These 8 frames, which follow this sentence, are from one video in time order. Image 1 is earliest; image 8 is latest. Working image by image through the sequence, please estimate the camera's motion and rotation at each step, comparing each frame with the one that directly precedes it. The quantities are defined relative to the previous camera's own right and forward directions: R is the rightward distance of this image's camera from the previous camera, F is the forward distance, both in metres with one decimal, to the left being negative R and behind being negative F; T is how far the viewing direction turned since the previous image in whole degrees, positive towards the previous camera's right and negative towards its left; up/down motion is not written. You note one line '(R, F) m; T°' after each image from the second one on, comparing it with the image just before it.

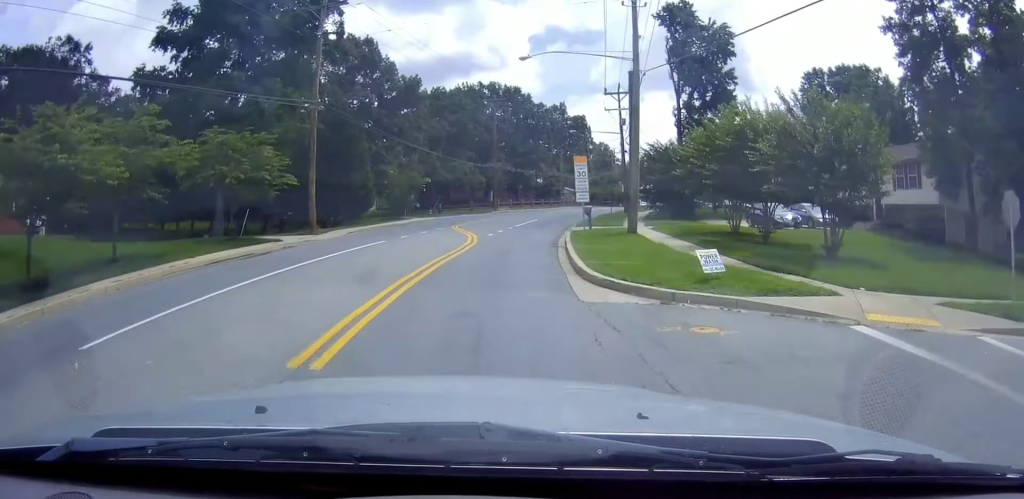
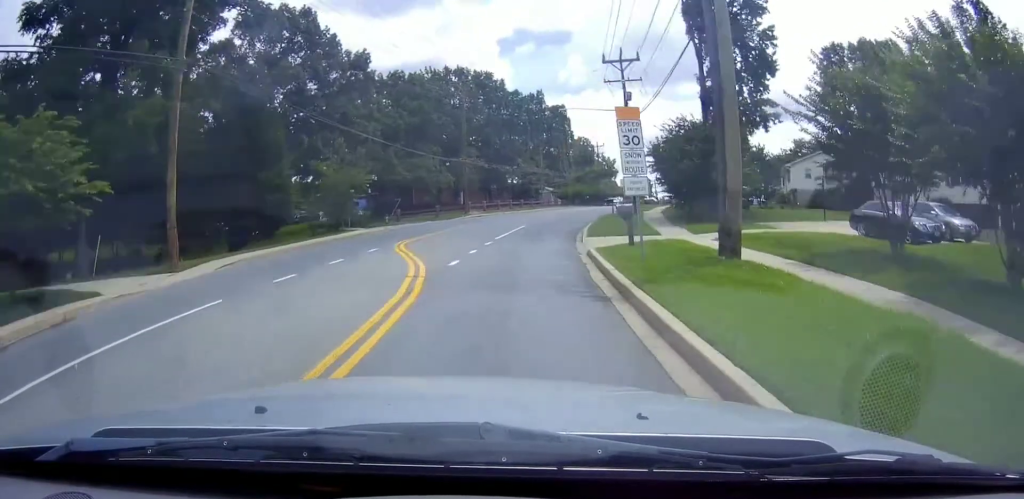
(+0.5, +13.7) m; +6°
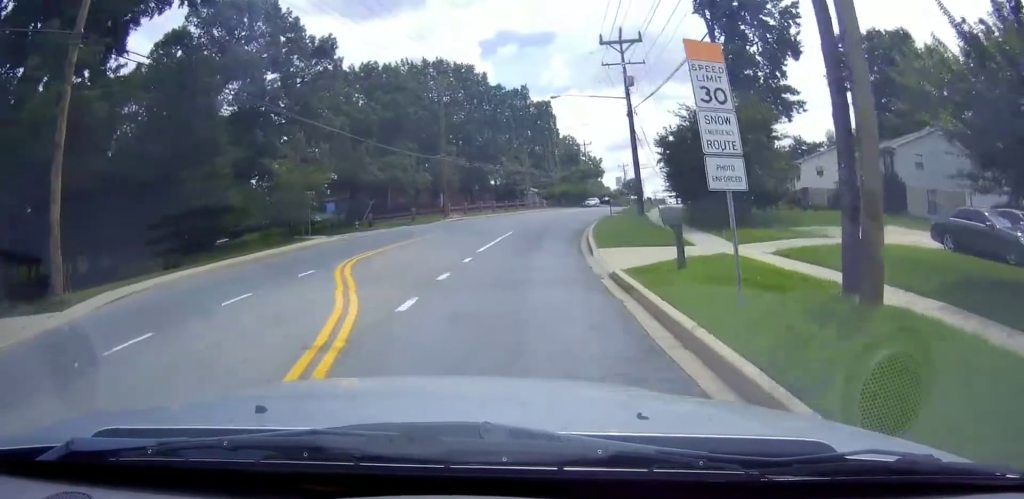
(+0.5, +6.1) m; +2°
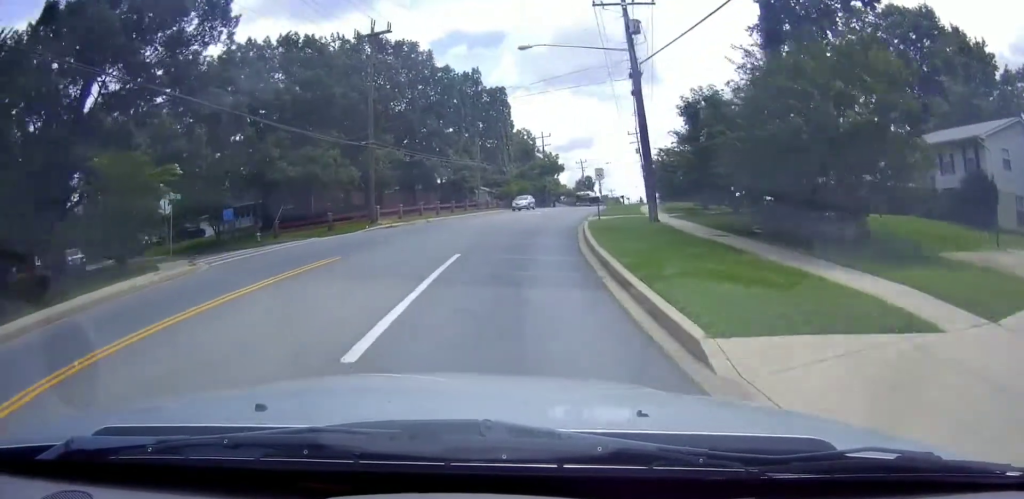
(+0.1, +13.3) m; +3°
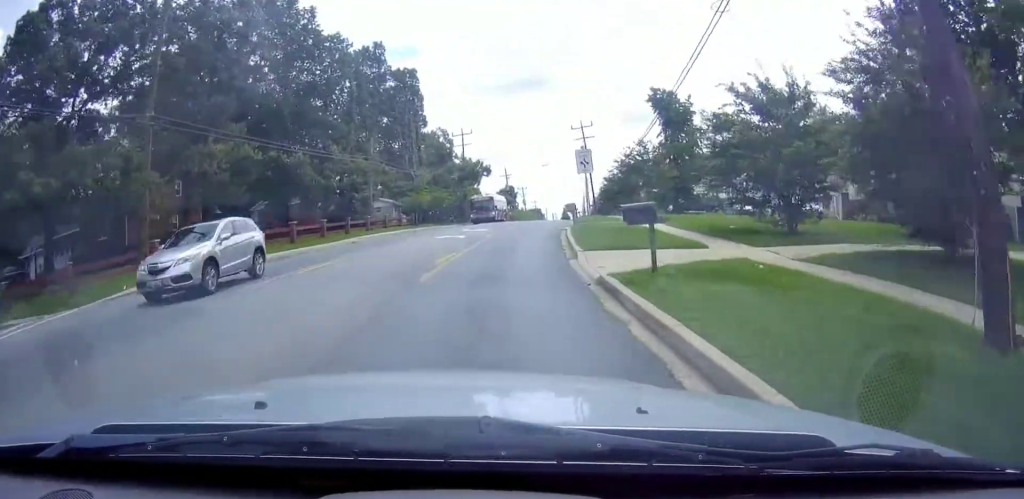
(+2.1, +21.4) m; +9°
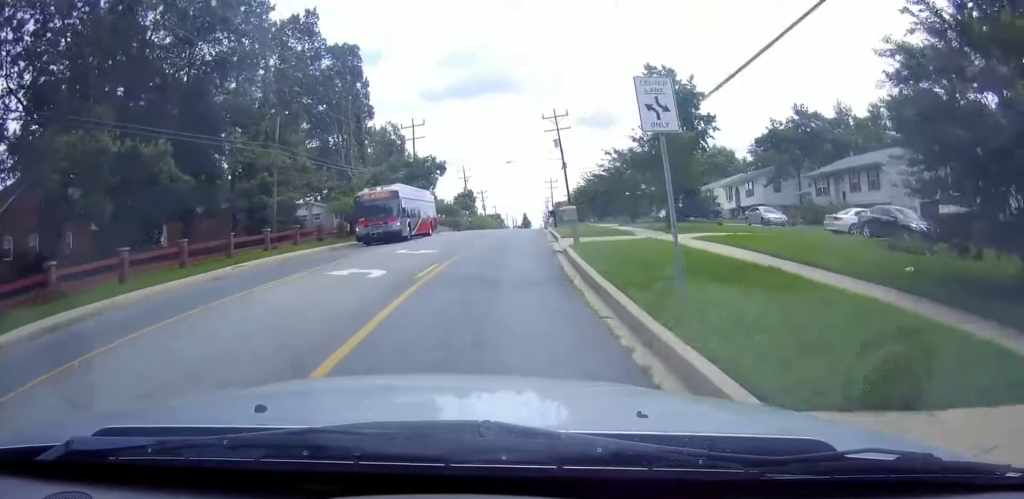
(+0.2, +12.8) m; 0°
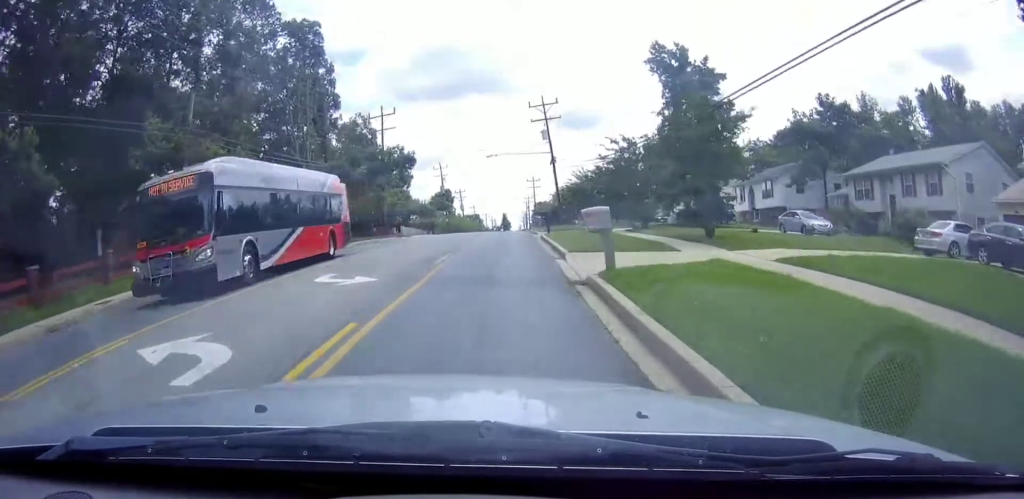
(-0.1, +8.4) m; 0°
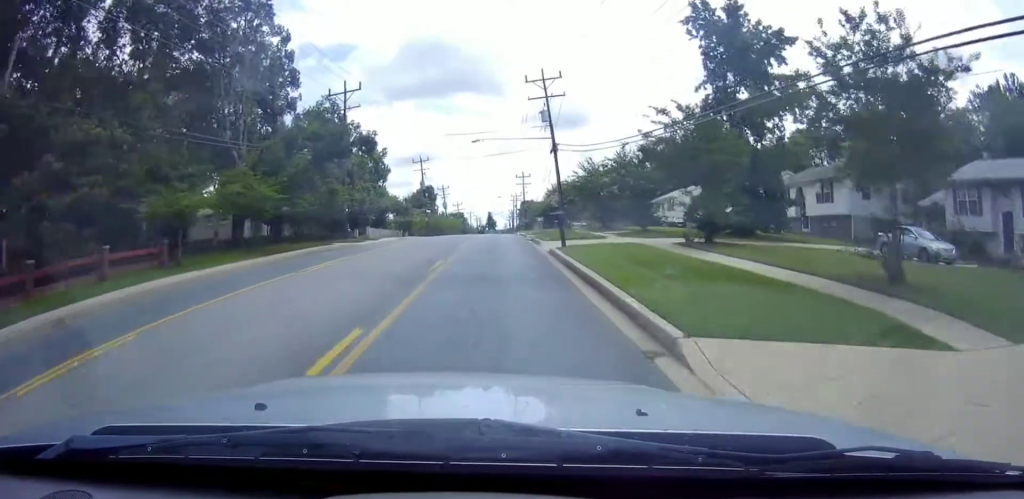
(0.0, +11.3) m; +3°
